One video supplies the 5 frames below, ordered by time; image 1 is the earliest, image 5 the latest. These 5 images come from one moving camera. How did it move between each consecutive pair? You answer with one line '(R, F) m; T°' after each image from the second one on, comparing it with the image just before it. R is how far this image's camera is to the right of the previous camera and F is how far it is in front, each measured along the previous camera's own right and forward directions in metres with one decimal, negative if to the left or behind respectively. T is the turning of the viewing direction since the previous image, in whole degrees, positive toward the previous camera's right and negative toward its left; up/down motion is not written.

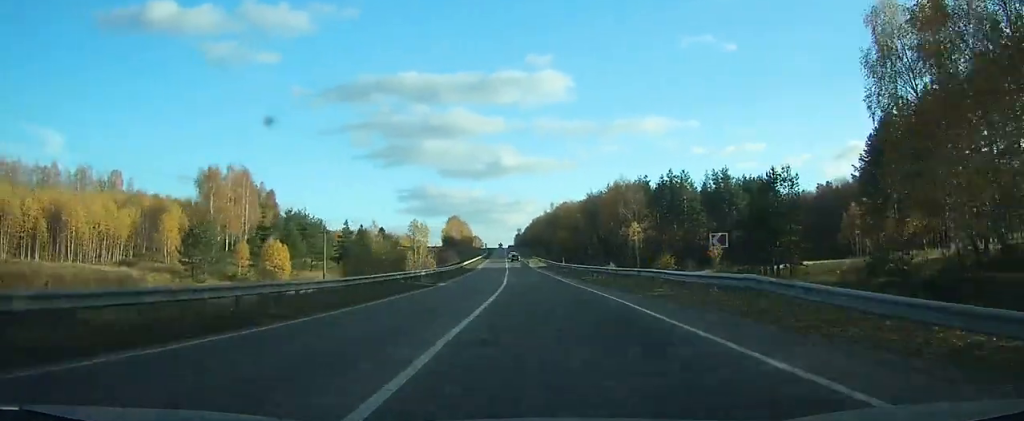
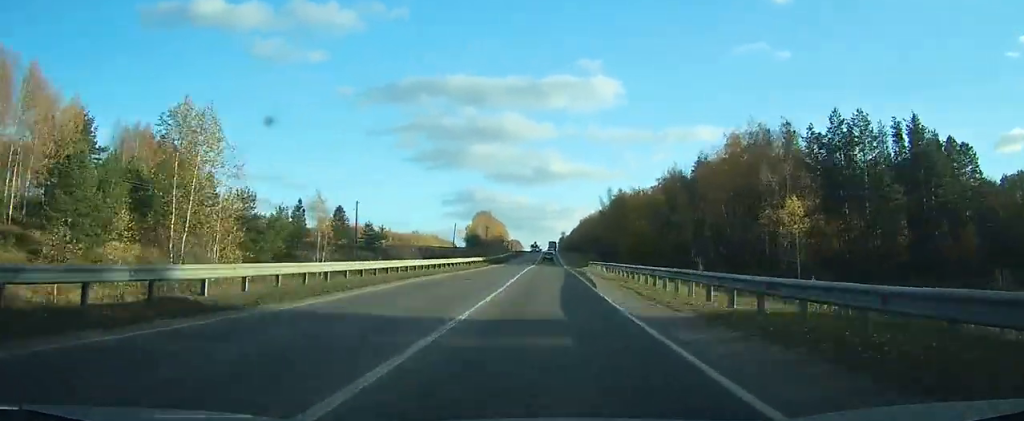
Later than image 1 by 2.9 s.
(-2.7, +70.7) m; -3°
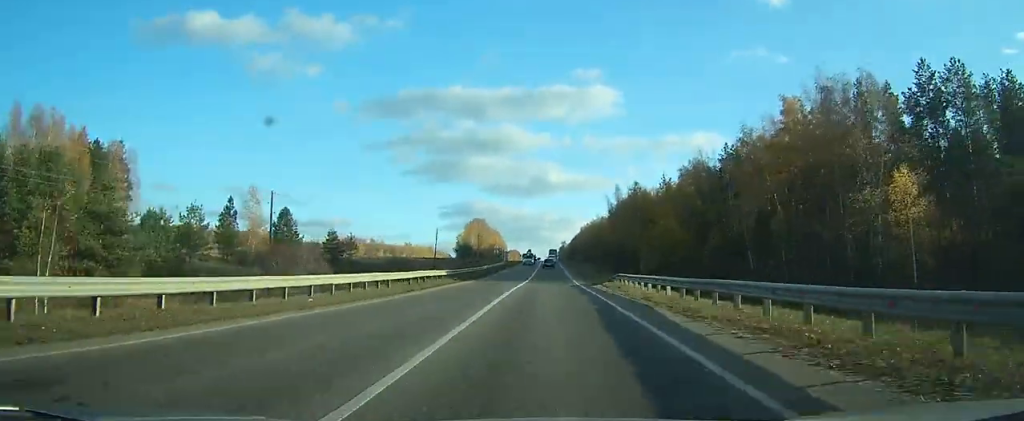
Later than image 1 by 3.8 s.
(-0.3, +24.6) m; 0°
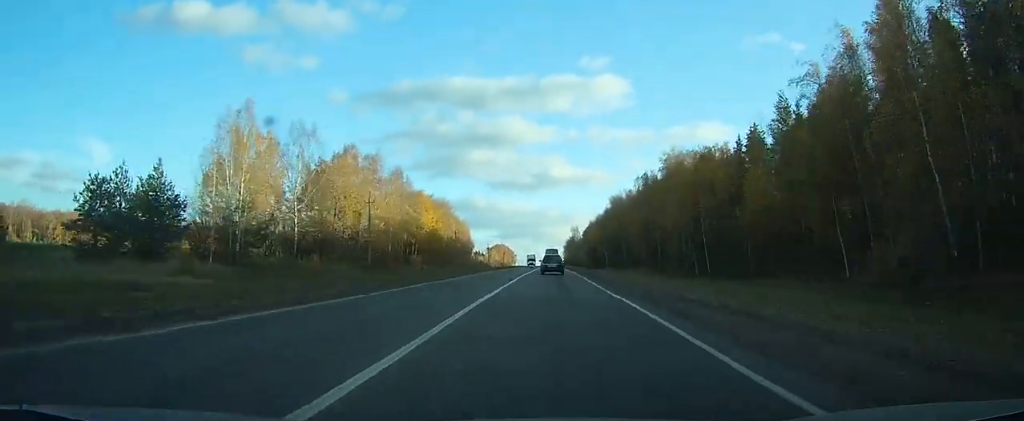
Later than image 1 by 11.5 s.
(-1.6, +182.1) m; -1°
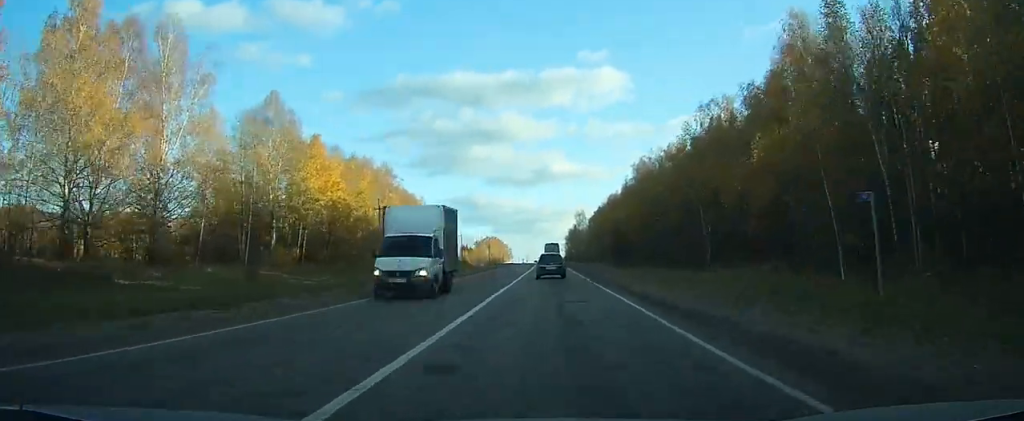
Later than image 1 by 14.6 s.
(+0.1, +66.1) m; 0°
